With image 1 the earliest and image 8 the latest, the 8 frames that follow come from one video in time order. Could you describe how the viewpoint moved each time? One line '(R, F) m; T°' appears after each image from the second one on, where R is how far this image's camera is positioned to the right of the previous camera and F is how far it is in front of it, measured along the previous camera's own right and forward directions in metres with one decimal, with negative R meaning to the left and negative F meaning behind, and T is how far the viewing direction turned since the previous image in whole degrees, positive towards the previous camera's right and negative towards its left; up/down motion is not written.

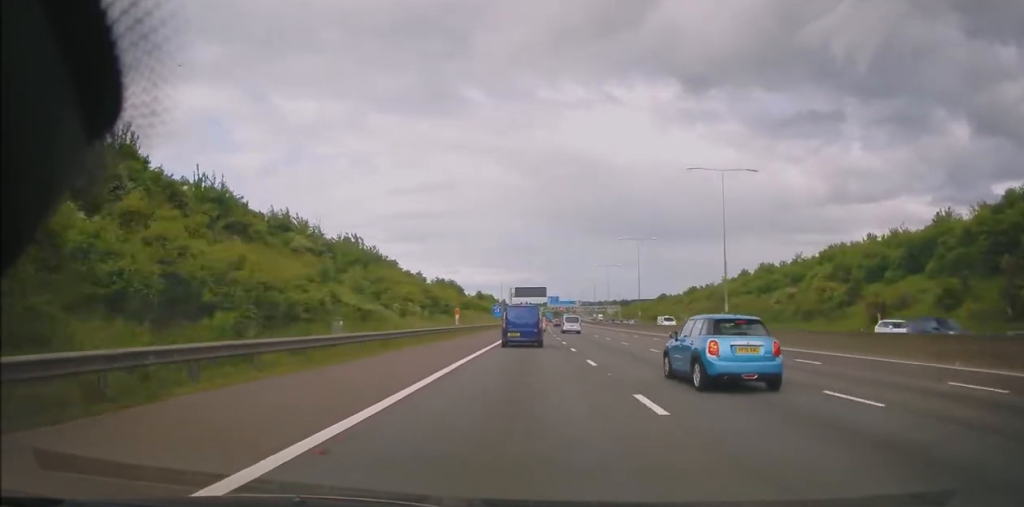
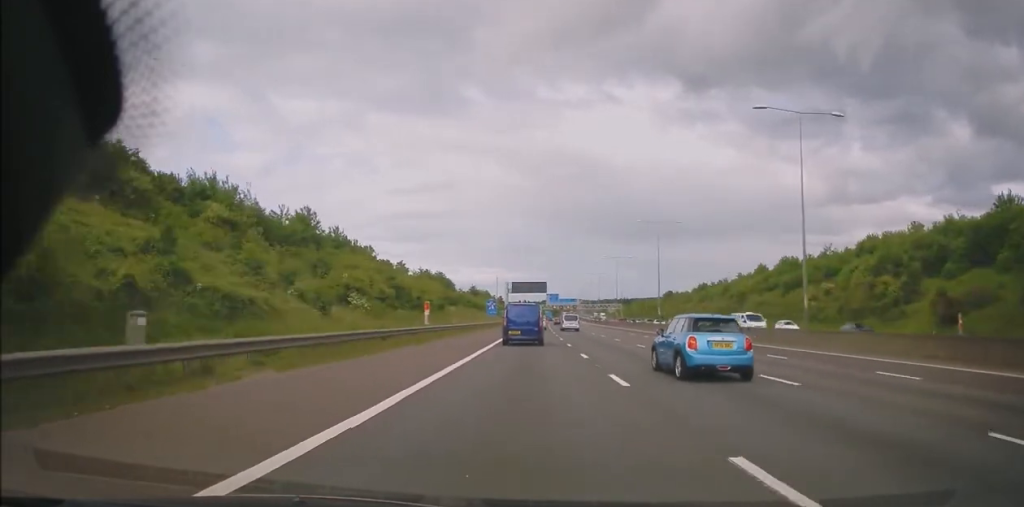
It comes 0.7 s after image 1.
(+0.1, +14.2) m; 0°
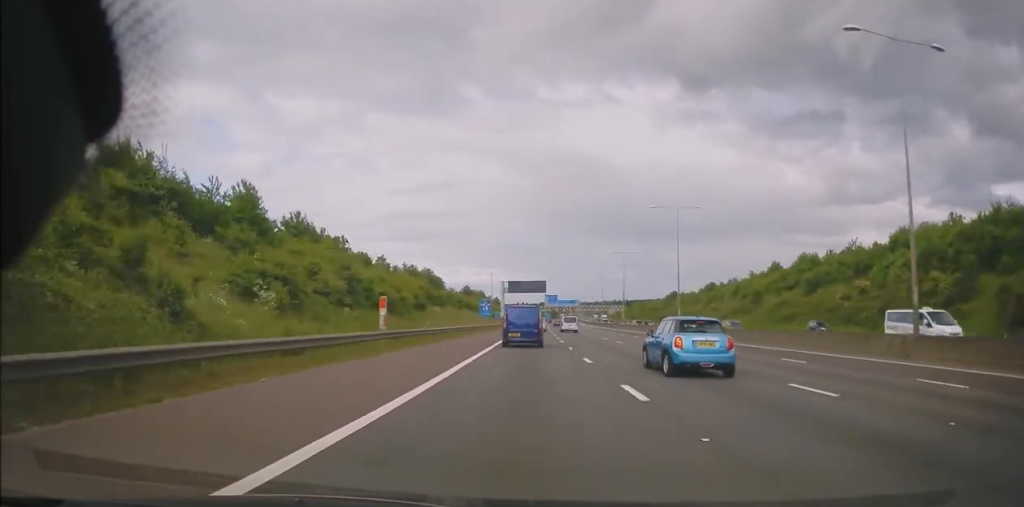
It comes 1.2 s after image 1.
(0.0, +10.5) m; 0°
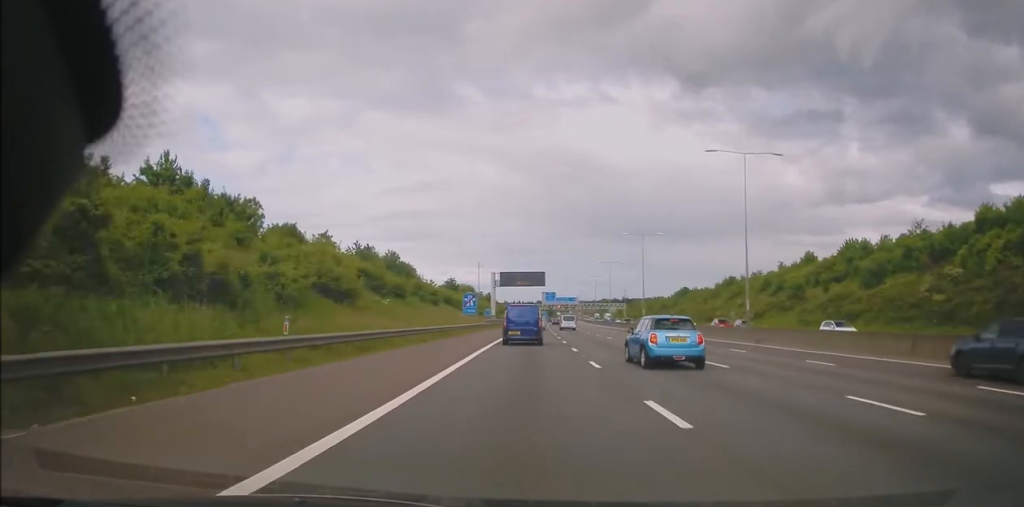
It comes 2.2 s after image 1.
(0.0, +20.9) m; 0°
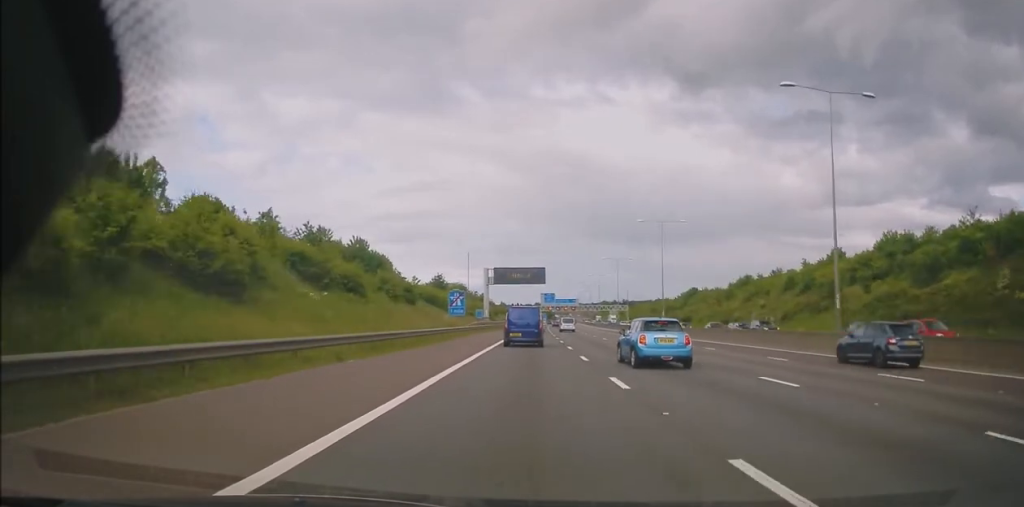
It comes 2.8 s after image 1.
(+0.1, +13.1) m; 0°
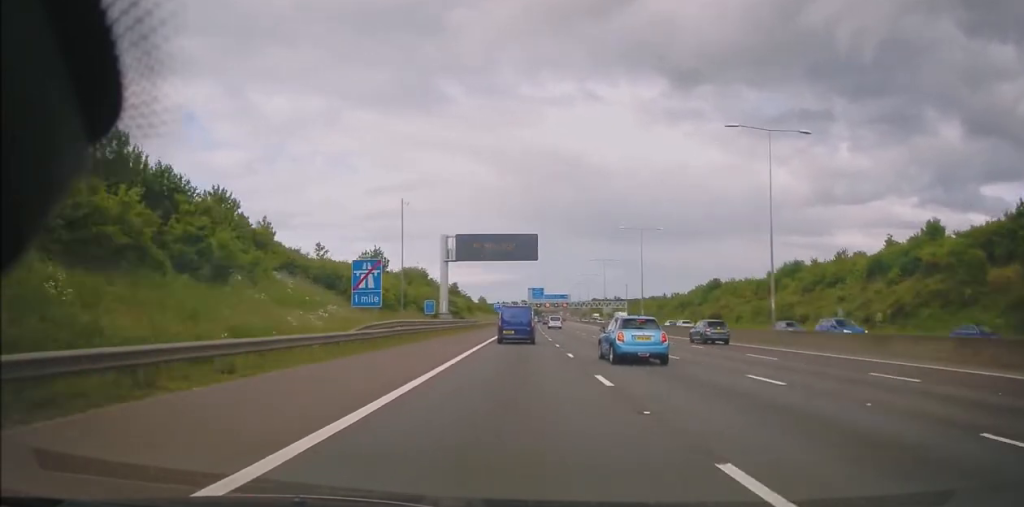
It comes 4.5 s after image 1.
(0.0, +34.9) m; +1°
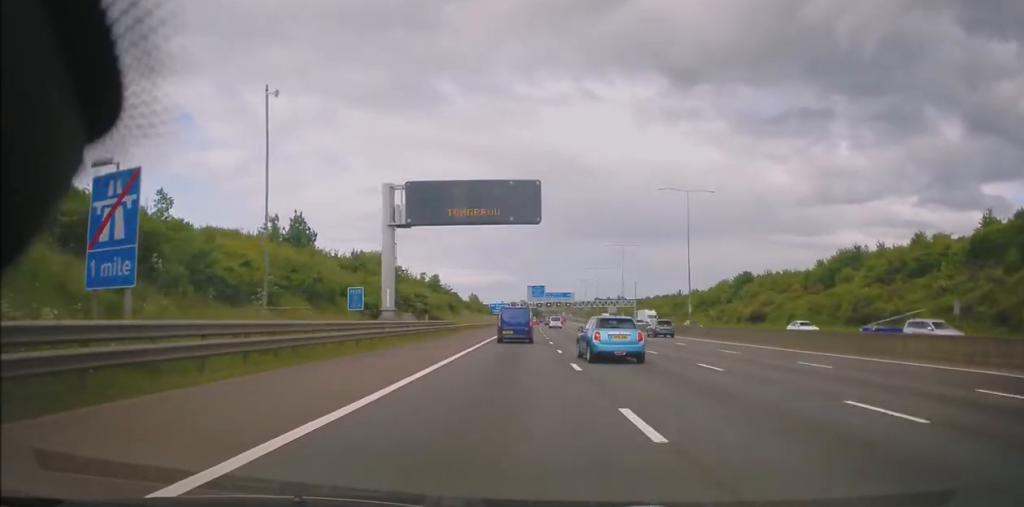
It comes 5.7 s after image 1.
(+0.2, +24.7) m; 0°
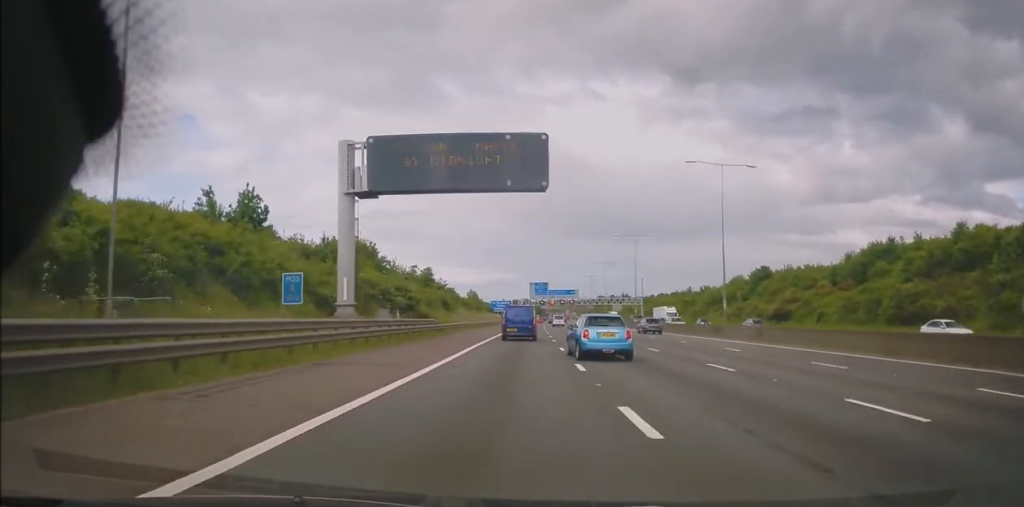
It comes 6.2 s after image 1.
(-0.1, +9.2) m; 0°
